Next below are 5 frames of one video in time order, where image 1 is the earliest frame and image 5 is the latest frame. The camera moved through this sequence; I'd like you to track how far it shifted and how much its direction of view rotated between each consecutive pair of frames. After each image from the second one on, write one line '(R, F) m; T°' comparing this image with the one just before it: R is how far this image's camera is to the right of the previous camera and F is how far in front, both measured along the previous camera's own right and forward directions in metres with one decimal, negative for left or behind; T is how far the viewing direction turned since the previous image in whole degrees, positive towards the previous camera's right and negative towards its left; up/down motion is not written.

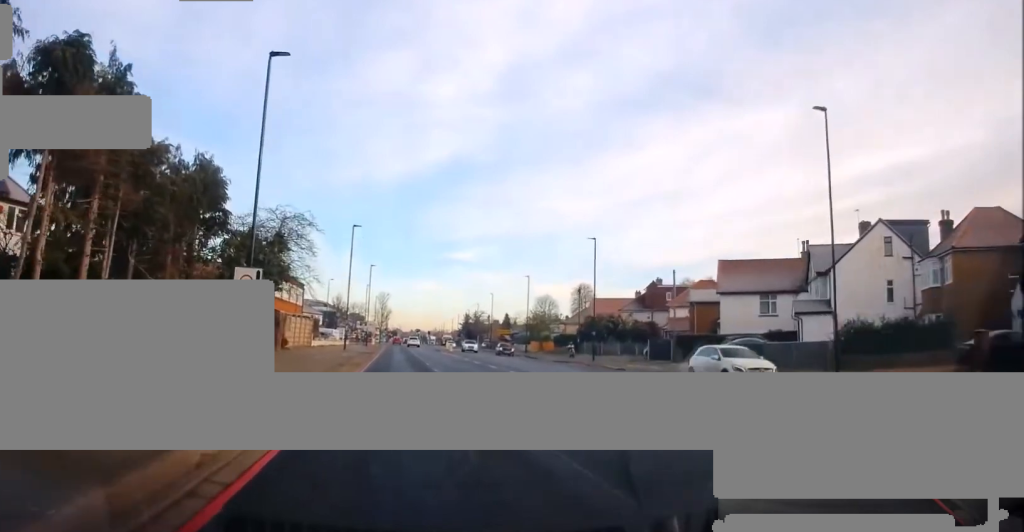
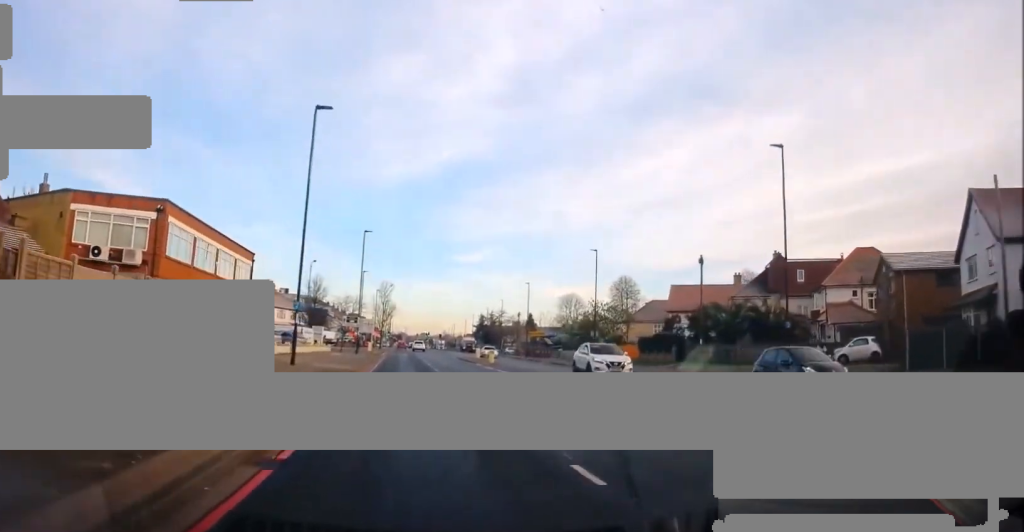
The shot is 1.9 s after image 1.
(-0.7, +28.5) m; -1°
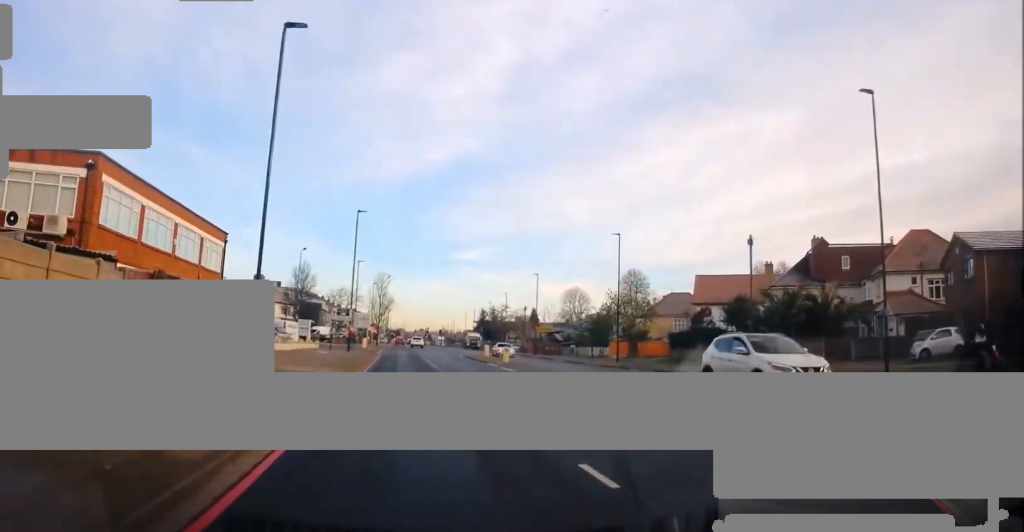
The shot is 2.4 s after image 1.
(0.0, +7.2) m; 0°
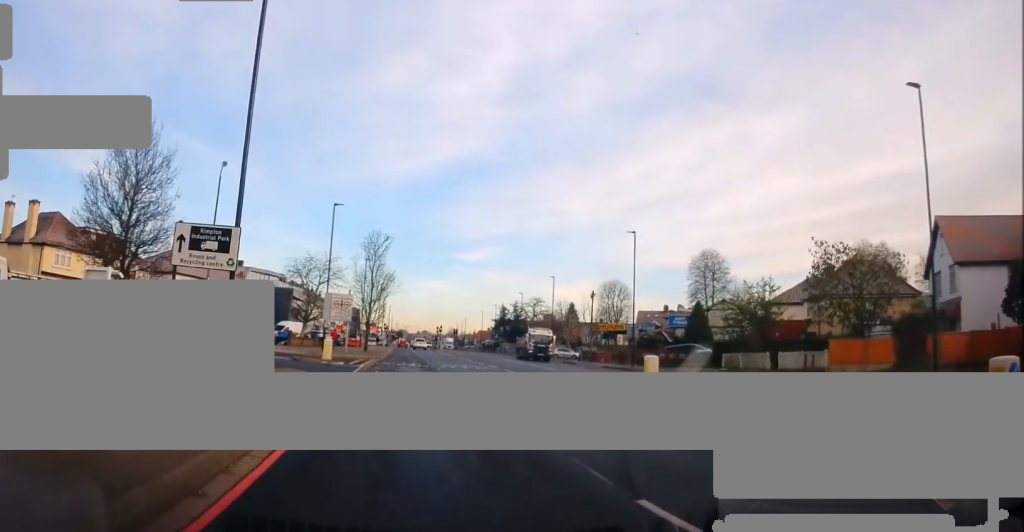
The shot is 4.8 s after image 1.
(-0.2, +34.5) m; -1°
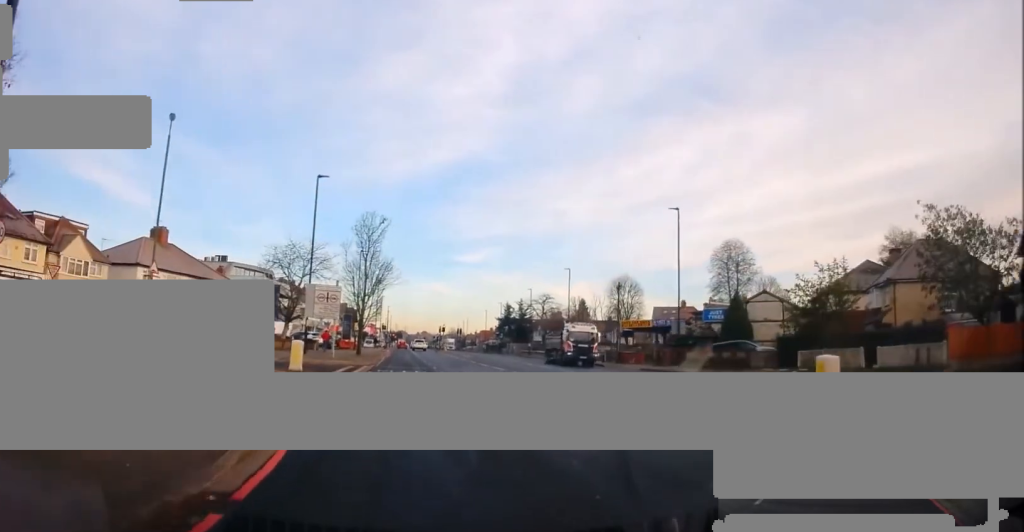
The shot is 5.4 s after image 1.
(0.0, +8.6) m; 0°
